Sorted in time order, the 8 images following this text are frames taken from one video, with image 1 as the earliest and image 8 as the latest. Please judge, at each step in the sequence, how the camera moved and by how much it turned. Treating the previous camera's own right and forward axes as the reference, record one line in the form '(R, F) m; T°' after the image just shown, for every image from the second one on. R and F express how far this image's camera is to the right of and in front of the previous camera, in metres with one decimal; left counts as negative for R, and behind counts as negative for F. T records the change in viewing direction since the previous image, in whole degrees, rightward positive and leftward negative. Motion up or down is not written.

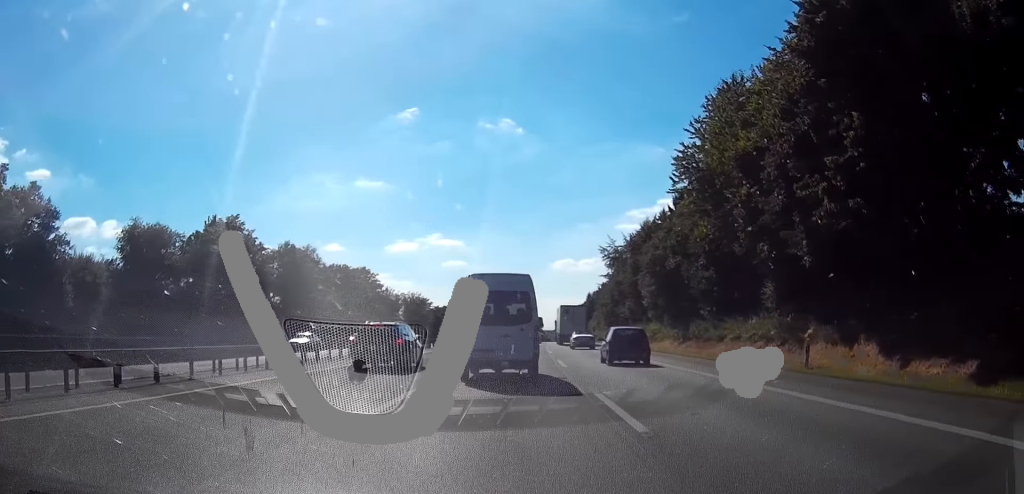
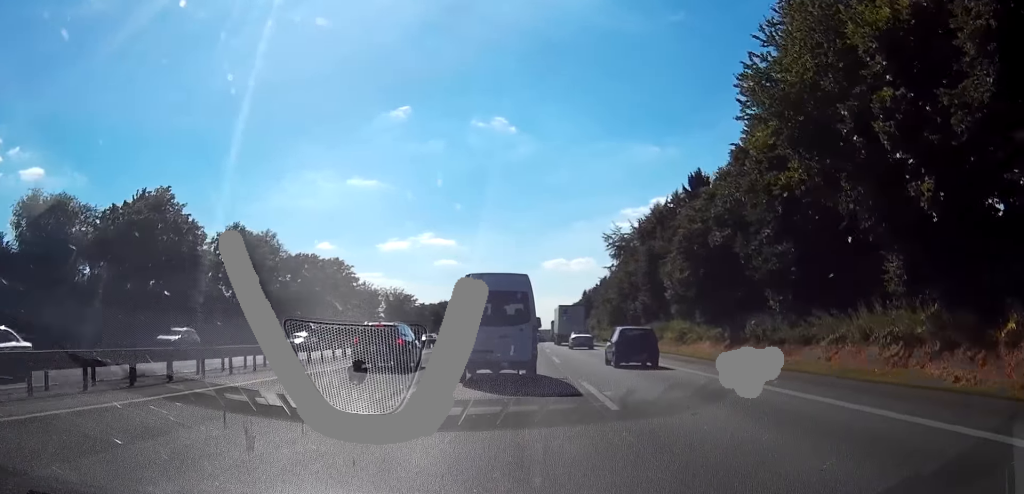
(+0.2, +15.0) m; +1°
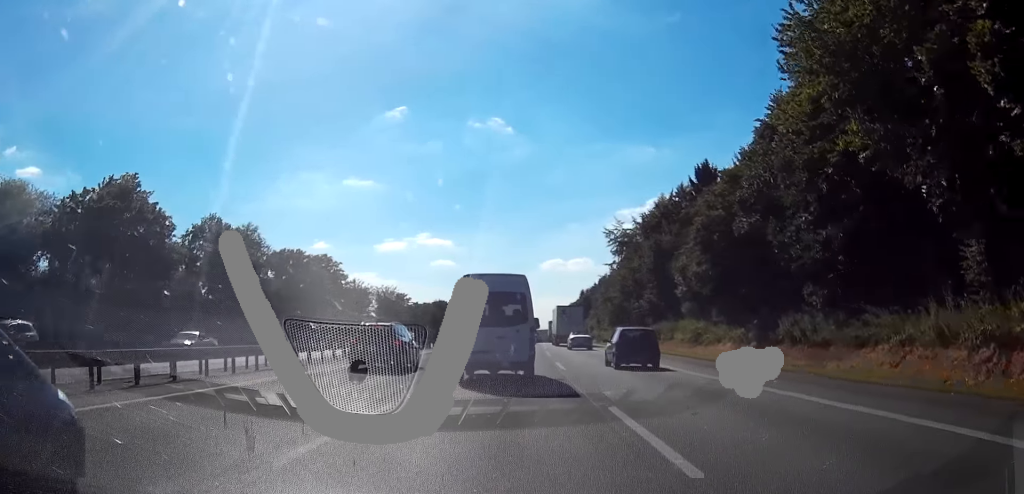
(0.0, +5.6) m; 0°
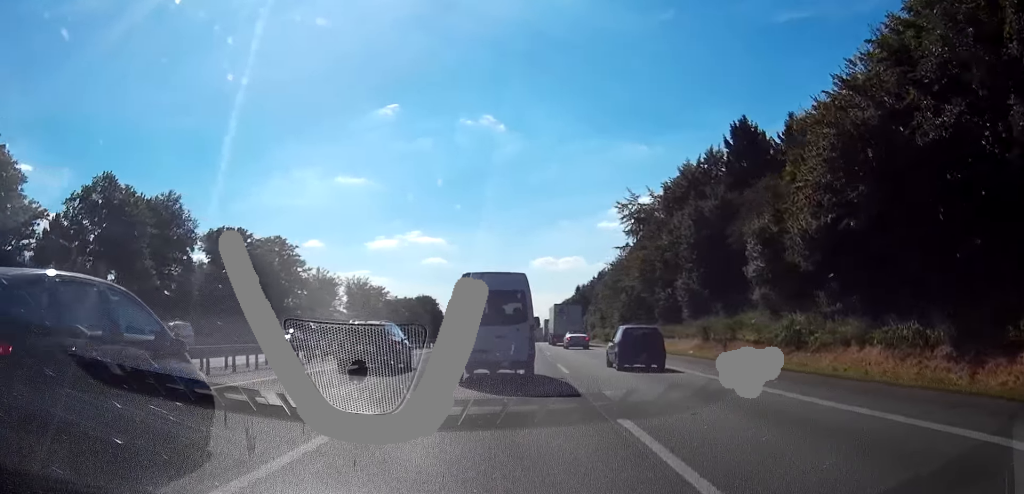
(-0.2, +19.9) m; -2°
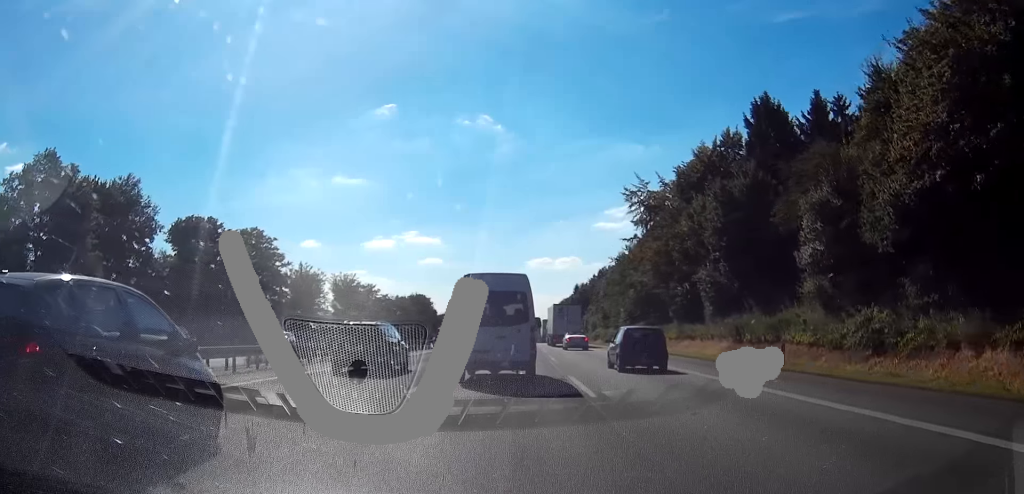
(-0.1, +8.3) m; 0°
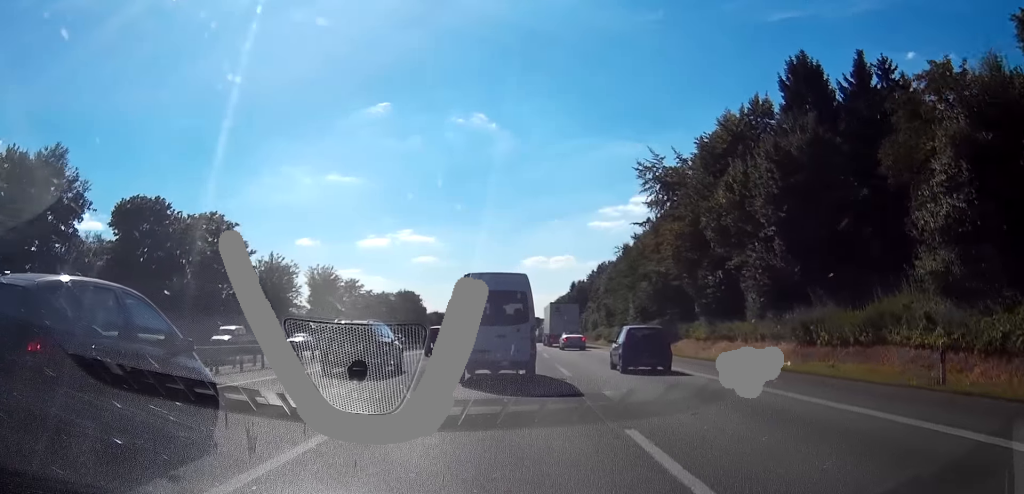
(0.0, +11.6) m; +2°
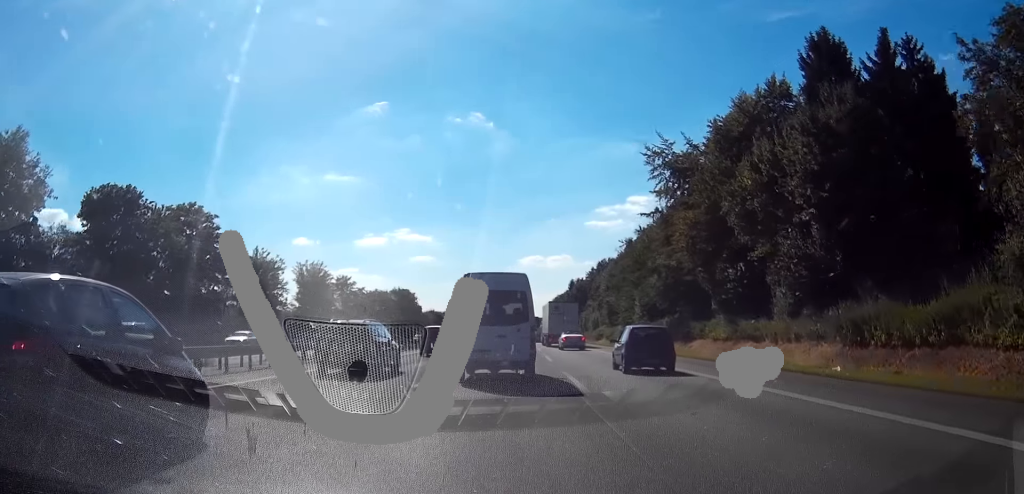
(+0.1, +5.2) m; +2°
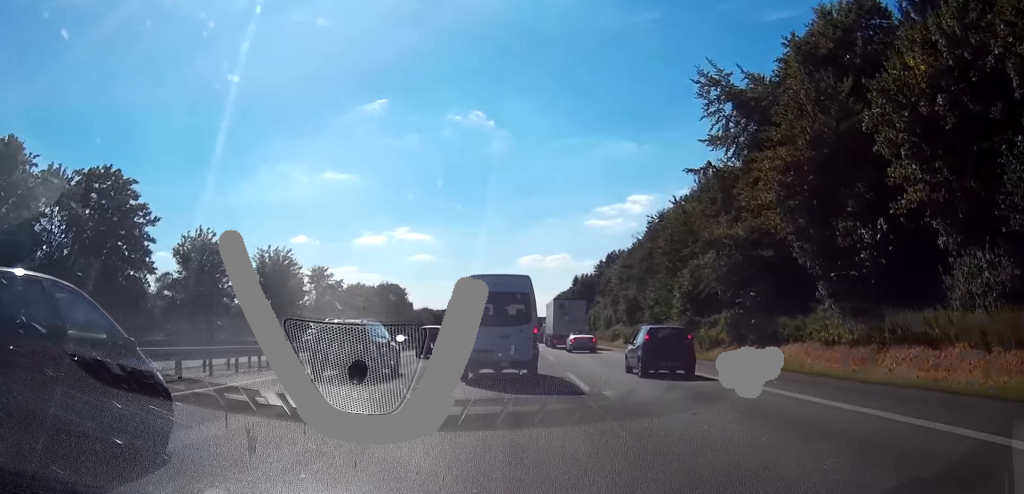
(+0.5, +17.1) m; 0°
